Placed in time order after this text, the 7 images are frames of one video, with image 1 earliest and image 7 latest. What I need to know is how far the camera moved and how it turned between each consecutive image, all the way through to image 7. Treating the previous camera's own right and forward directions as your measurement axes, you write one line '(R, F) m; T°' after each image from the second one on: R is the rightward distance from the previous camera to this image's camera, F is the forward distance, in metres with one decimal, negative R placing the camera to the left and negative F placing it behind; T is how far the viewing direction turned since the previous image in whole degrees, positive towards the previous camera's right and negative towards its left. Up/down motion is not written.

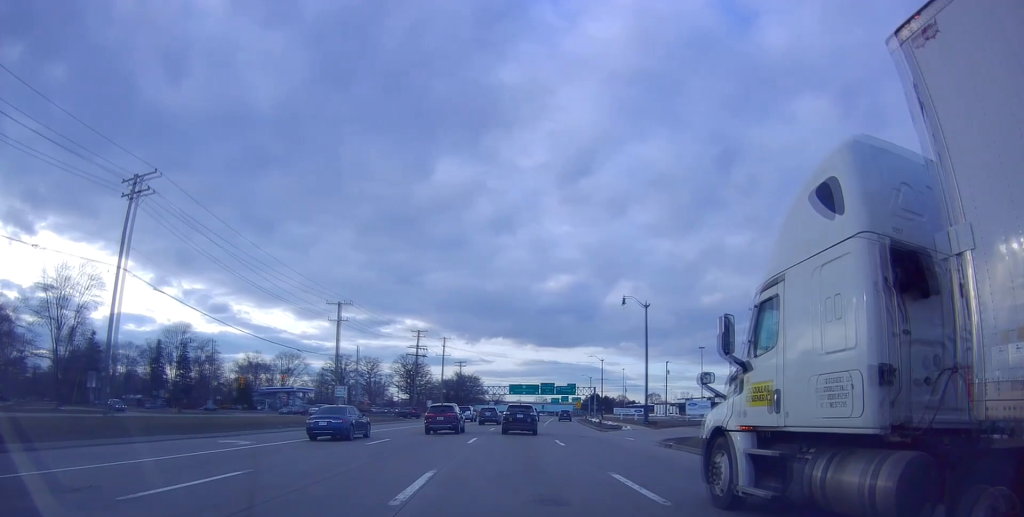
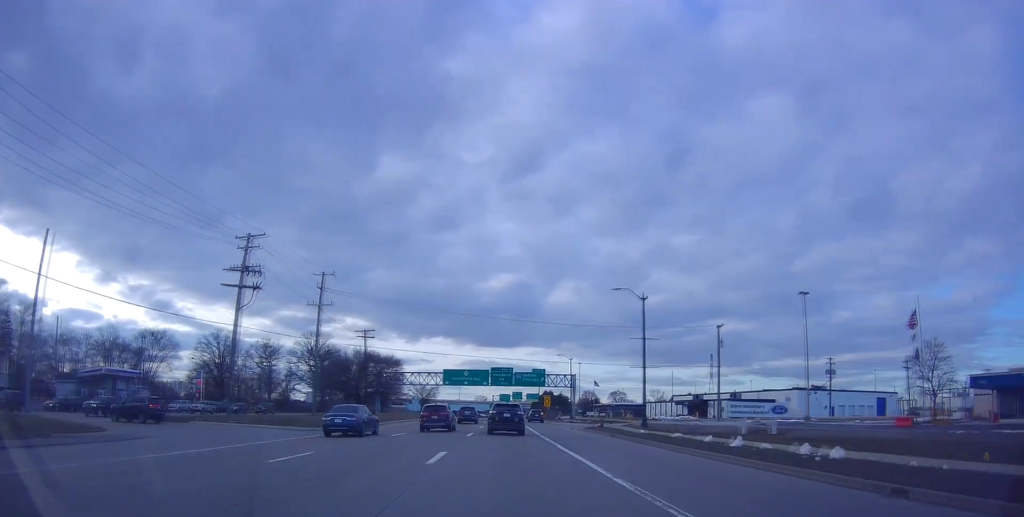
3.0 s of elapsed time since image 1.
(+1.3, +56.8) m; +4°
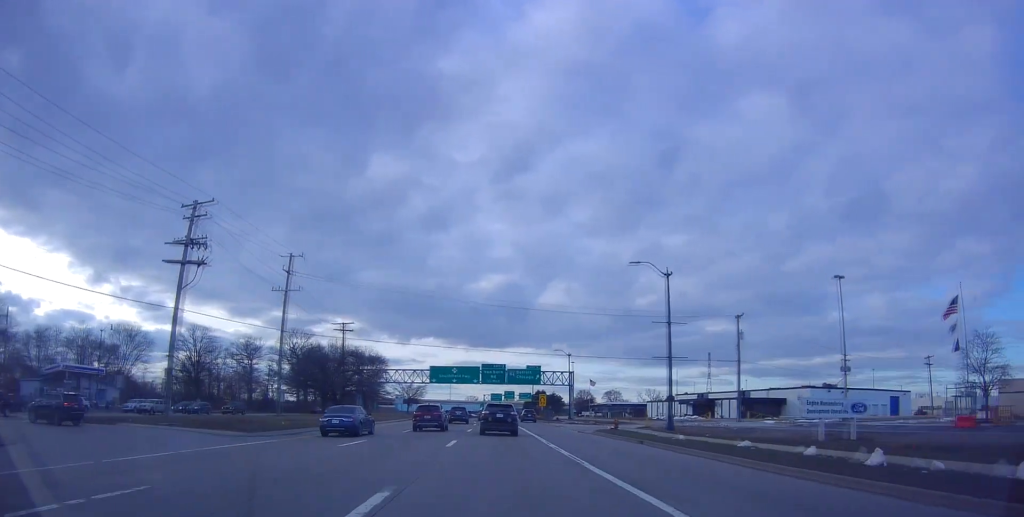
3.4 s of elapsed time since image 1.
(+0.1, +8.6) m; +1°
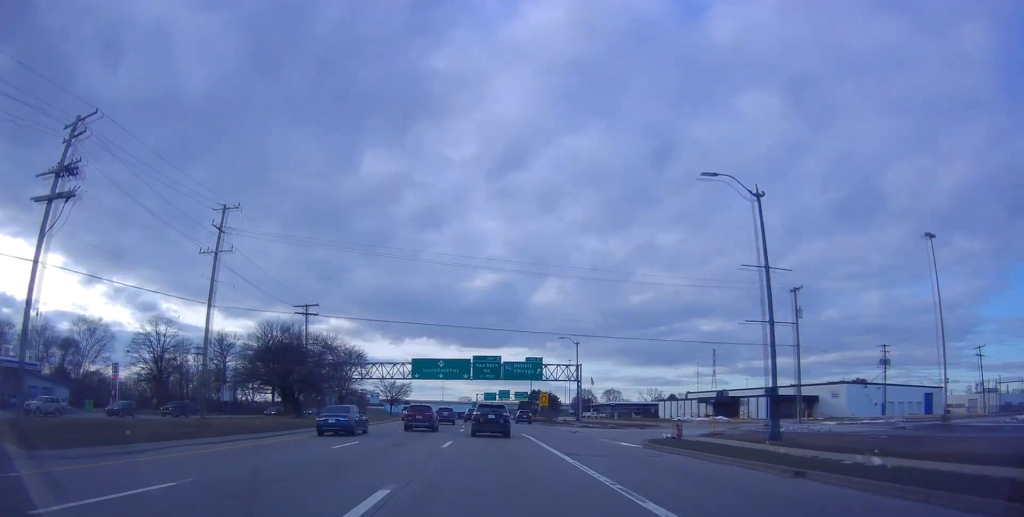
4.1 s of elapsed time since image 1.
(+0.1, +14.0) m; 0°
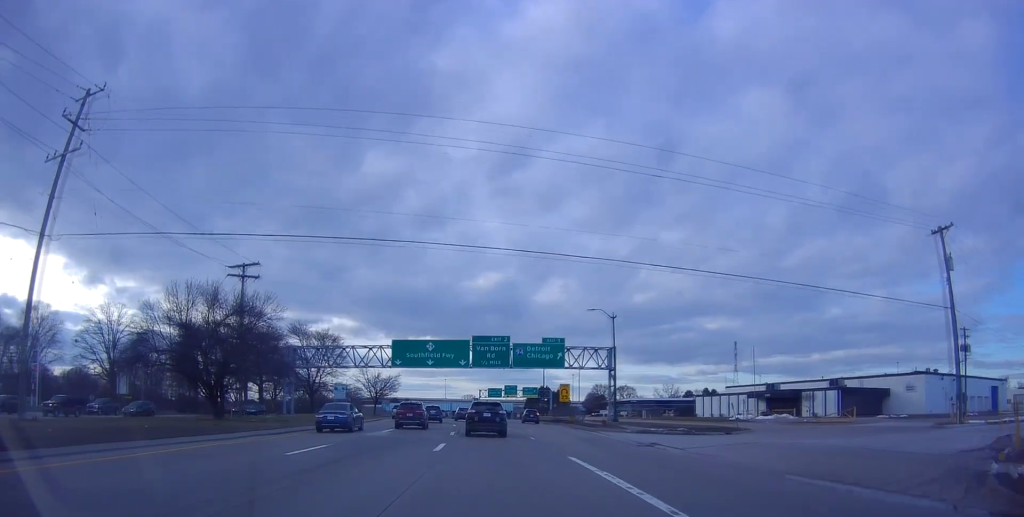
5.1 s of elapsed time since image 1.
(-0.2, +20.6) m; 0°
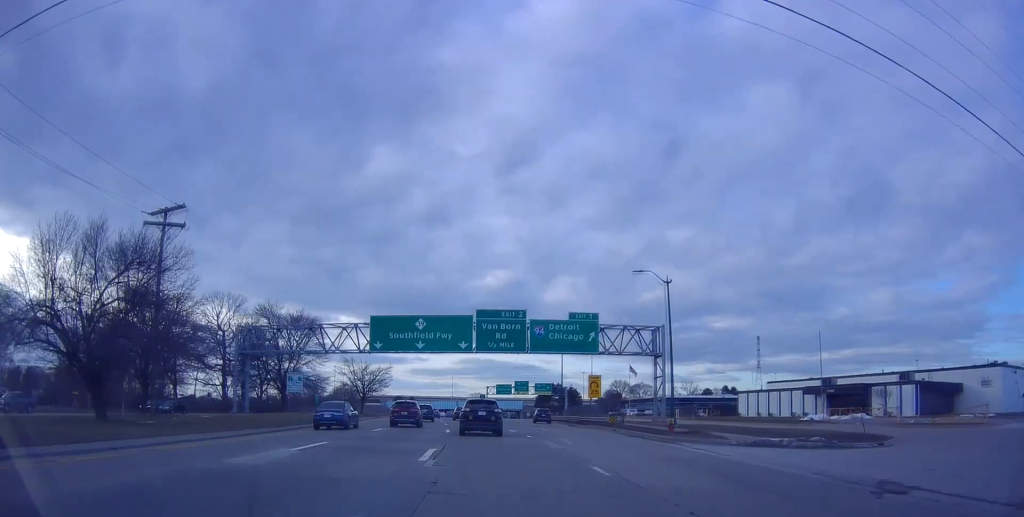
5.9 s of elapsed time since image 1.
(+0.1, +15.7) m; -1°
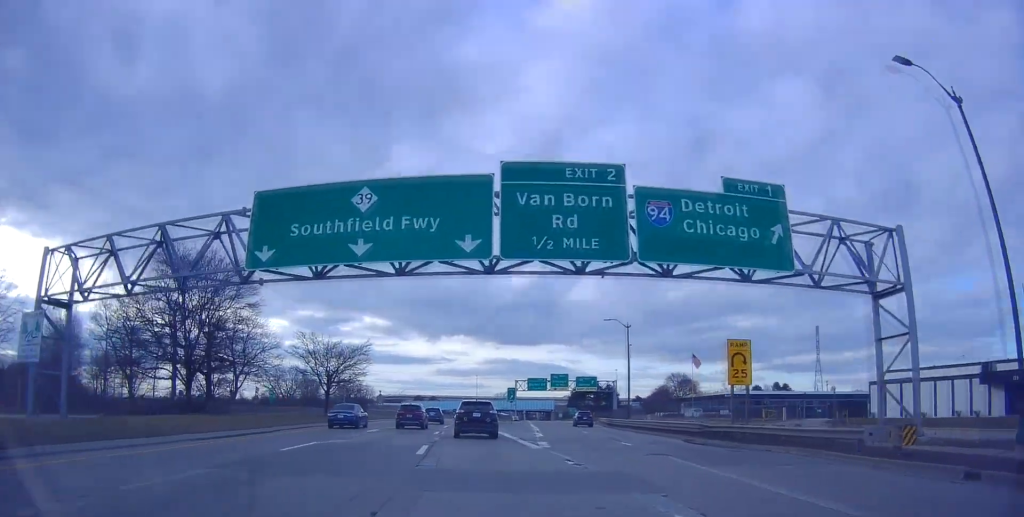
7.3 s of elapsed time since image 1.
(-0.6, +29.6) m; -2°
